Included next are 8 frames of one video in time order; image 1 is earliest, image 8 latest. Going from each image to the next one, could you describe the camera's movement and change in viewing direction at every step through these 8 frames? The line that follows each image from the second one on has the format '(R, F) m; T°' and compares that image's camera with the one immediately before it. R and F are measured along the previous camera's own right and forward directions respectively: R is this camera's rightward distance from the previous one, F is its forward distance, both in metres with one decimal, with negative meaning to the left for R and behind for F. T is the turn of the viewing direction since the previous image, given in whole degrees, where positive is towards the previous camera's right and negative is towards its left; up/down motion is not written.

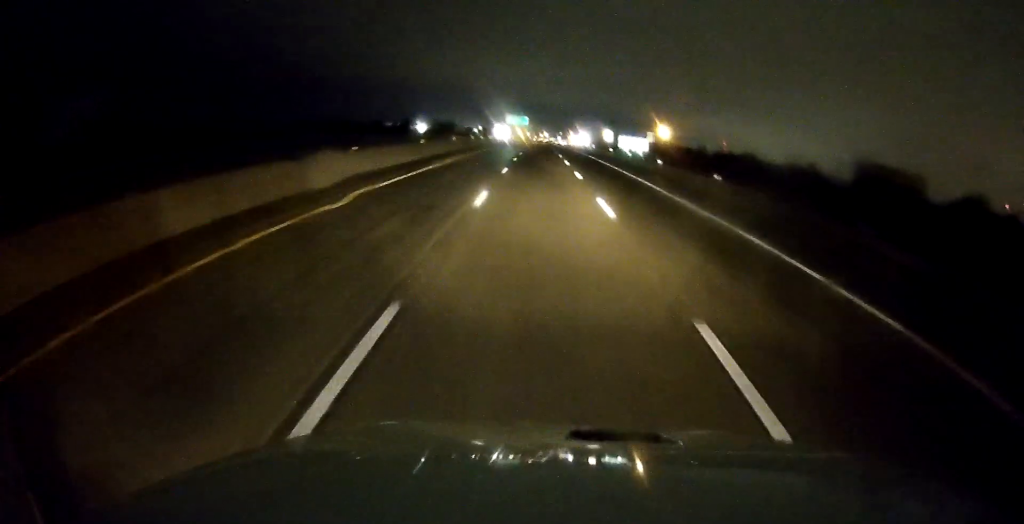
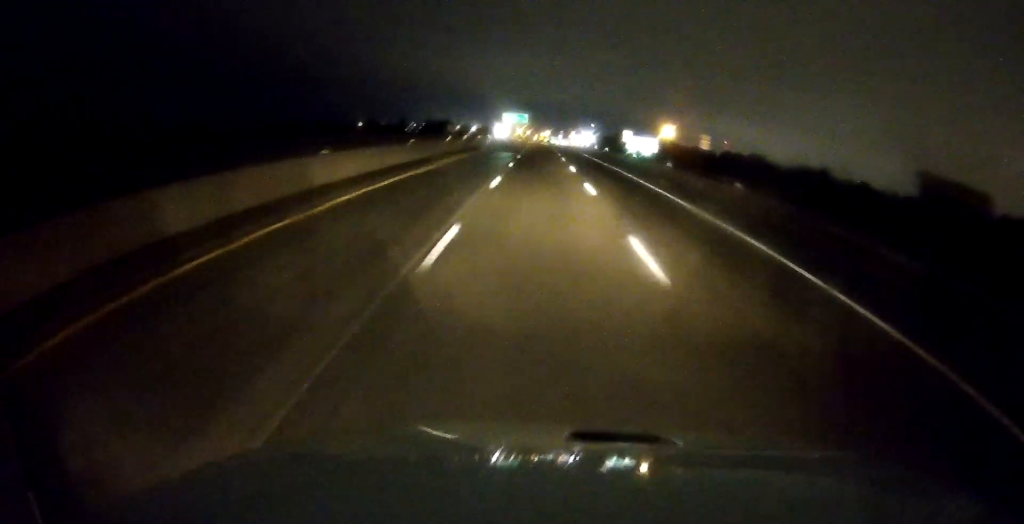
(-0.5, +18.8) m; 0°
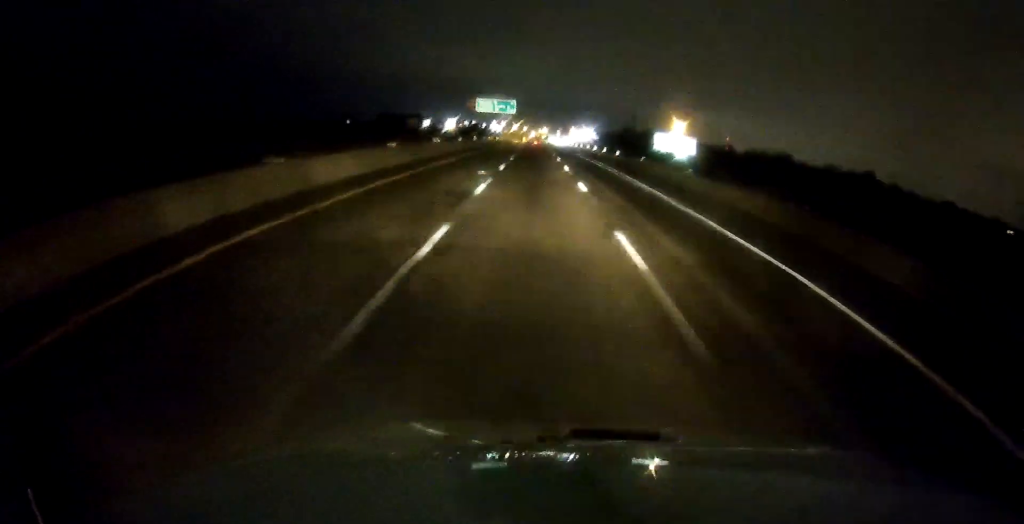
(+1.0, +60.8) m; +1°
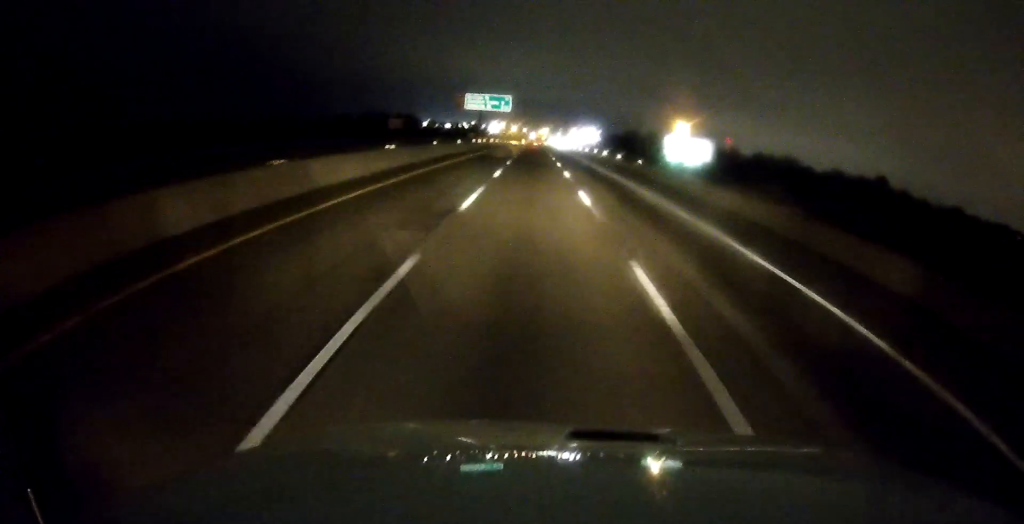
(0.0, +15.0) m; 0°
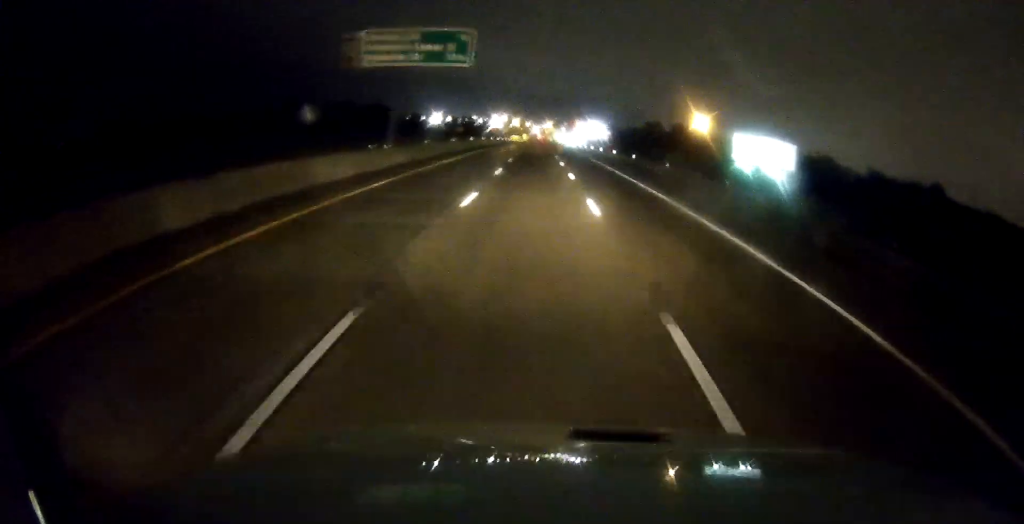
(-1.1, +52.2) m; -1°
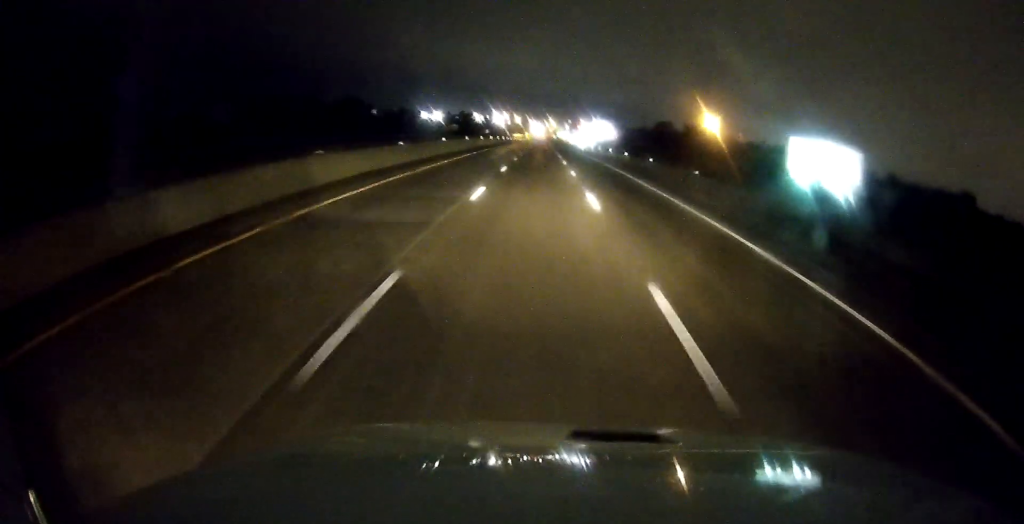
(+0.6, +23.2) m; 0°
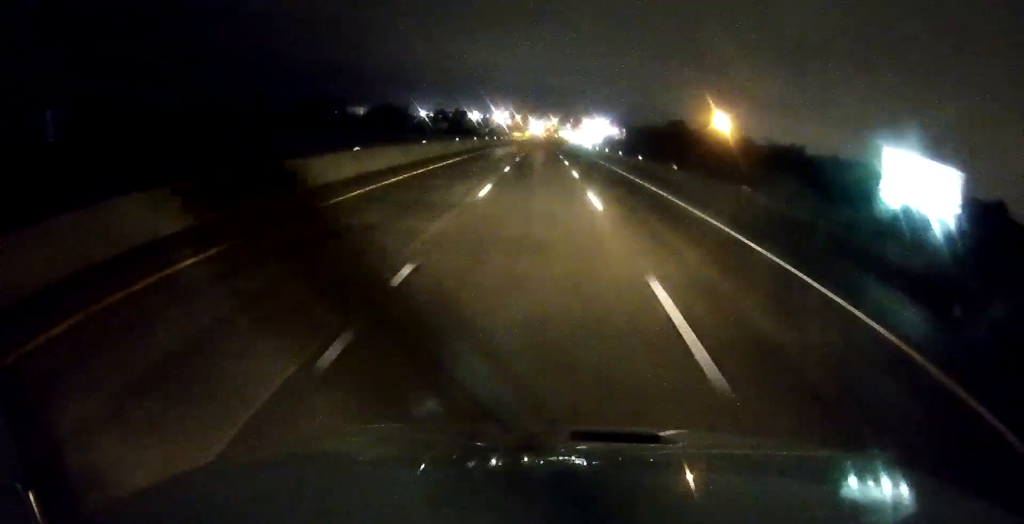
(-0.2, +24.2) m; 0°
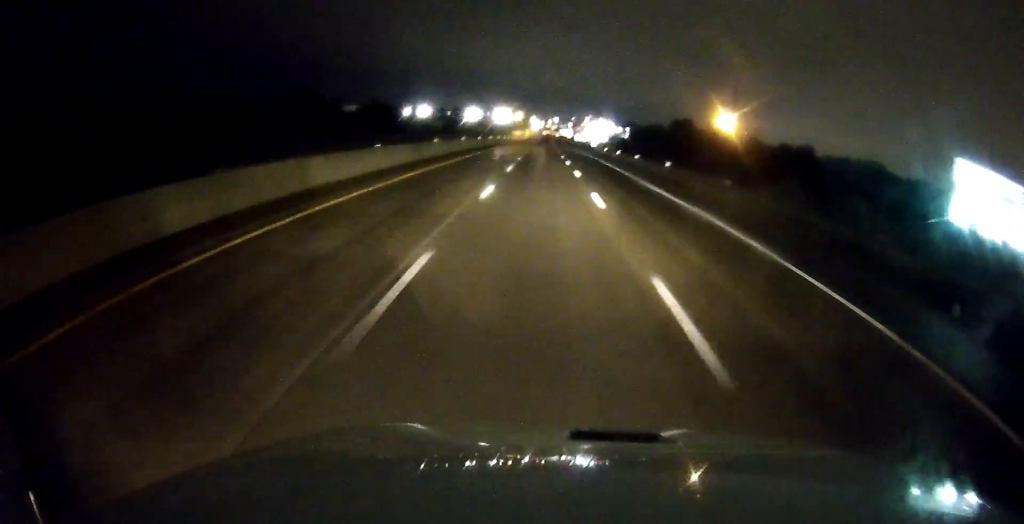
(-0.3, +12.1) m; 0°
